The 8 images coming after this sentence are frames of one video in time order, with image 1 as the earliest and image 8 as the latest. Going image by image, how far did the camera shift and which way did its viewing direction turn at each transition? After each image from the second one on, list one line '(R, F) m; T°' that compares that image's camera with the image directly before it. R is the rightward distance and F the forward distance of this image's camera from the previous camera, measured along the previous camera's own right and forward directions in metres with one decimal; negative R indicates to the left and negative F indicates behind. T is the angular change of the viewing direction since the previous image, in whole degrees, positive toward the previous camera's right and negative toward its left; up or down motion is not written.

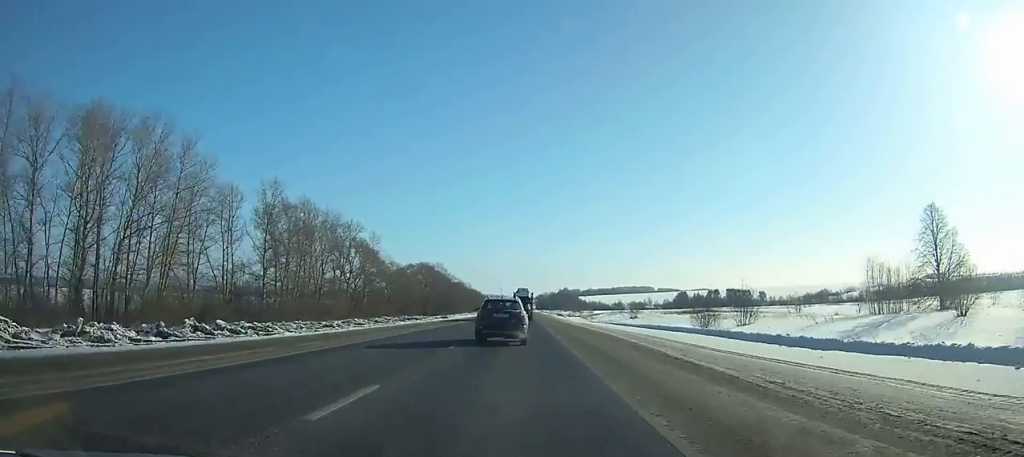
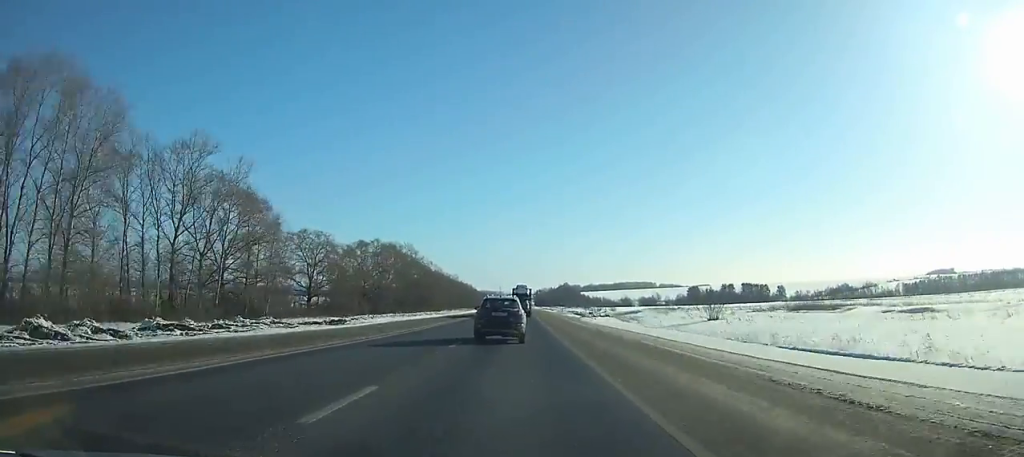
(0.0, +55.6) m; 0°
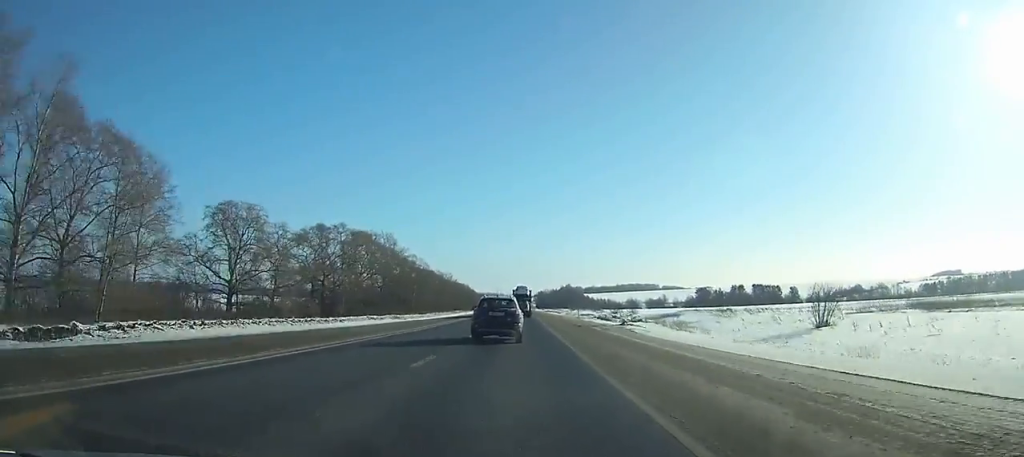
(0.0, +28.2) m; 0°
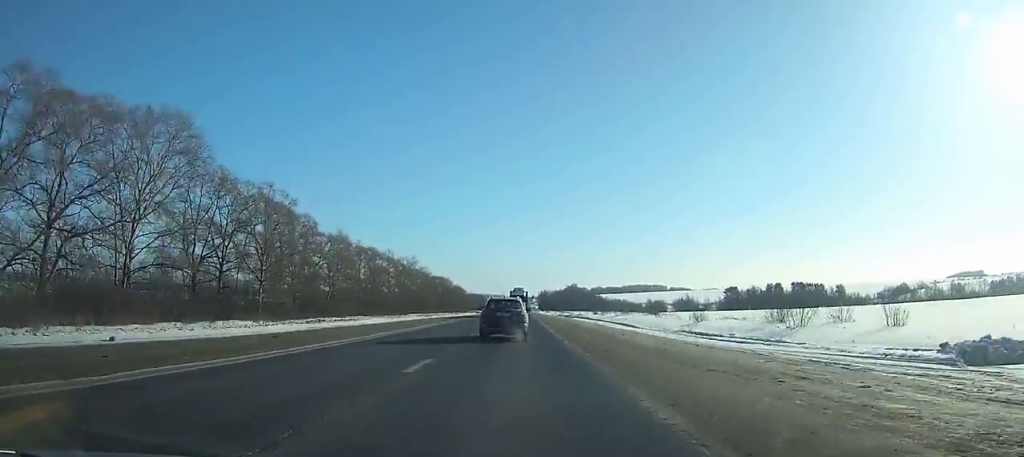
(+0.1, +95.6) m; 0°
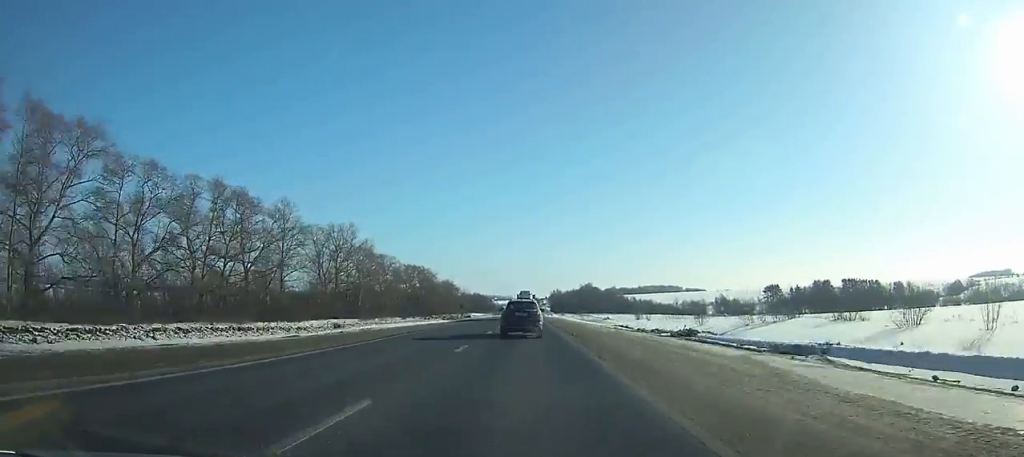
(-0.4, +80.2) m; 0°
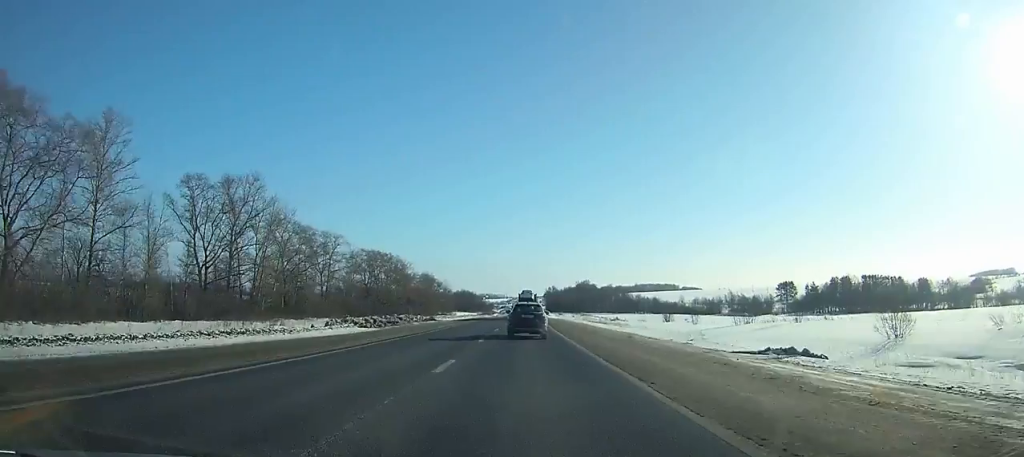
(-0.3, +44.1) m; 0°
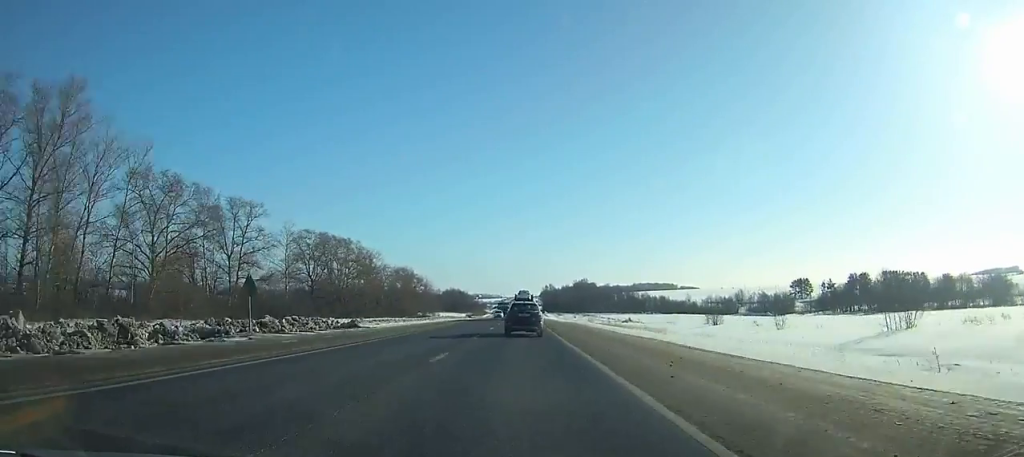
(+0.1, +36.0) m; 0°
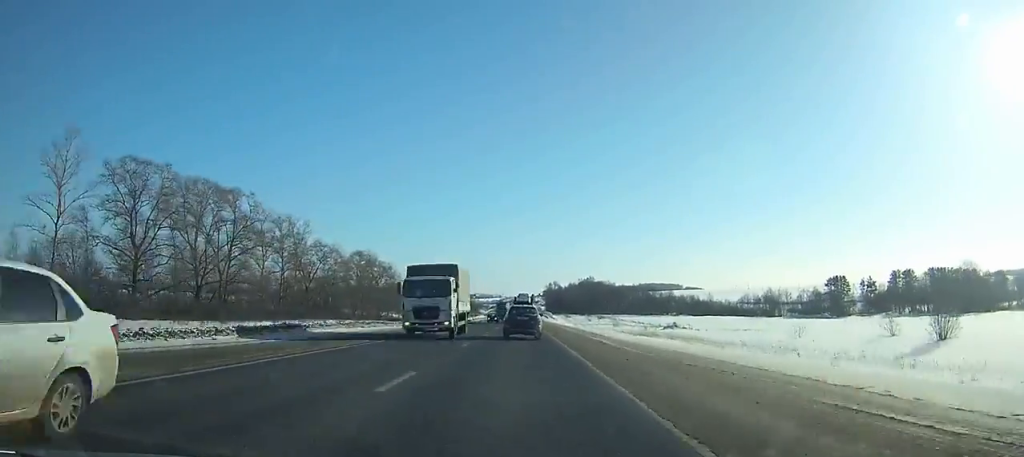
(+0.2, +55.6) m; 0°
